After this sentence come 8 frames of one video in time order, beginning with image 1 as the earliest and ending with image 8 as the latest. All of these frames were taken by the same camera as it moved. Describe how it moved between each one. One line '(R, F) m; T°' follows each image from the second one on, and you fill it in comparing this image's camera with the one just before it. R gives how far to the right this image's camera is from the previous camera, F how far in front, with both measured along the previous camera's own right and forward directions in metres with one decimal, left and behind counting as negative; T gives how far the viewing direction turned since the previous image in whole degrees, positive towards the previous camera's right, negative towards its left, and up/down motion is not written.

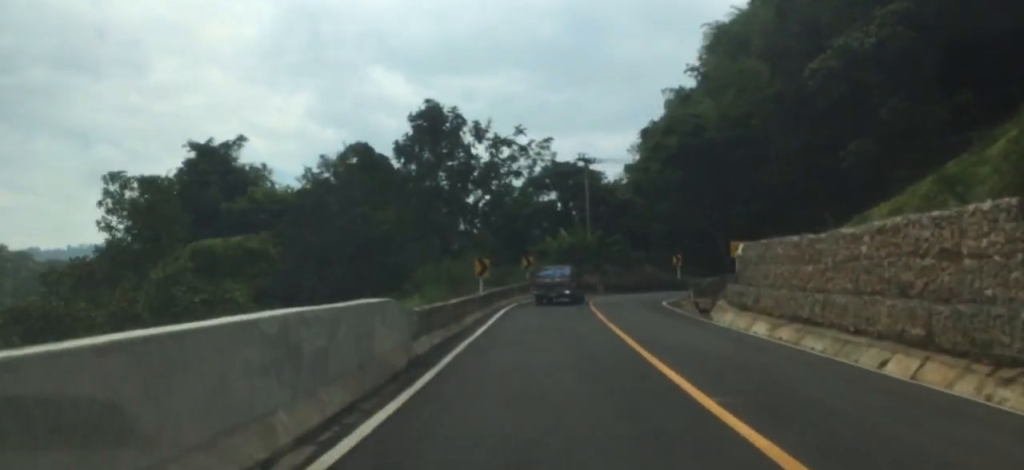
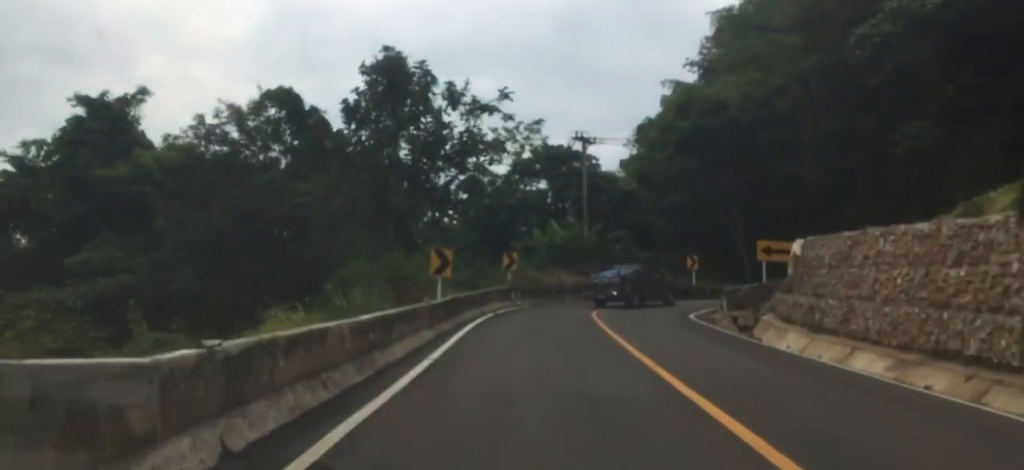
(-0.4, +11.1) m; -2°
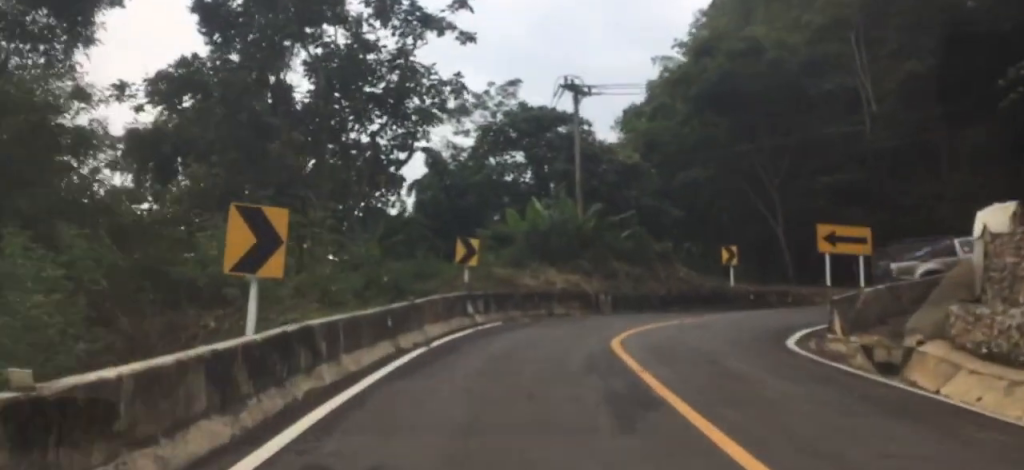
(-0.2, +15.8) m; +1°
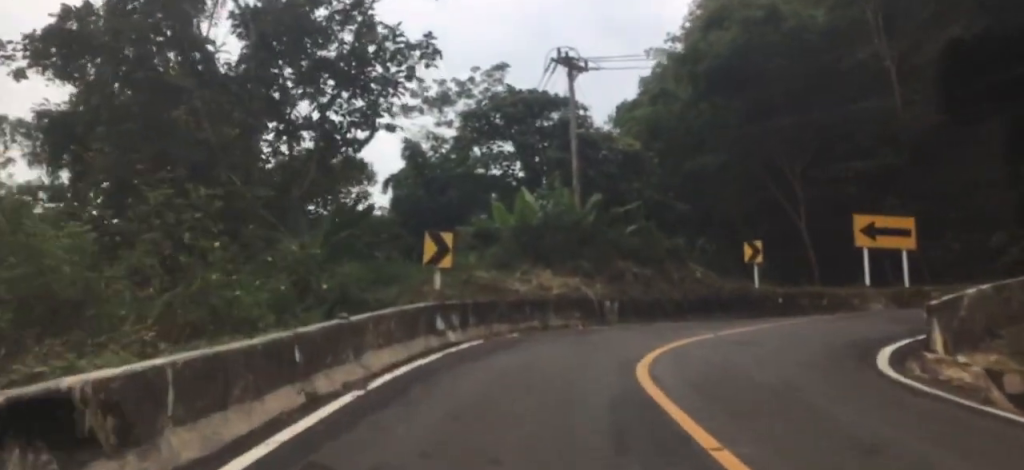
(+0.1, +6.4) m; +5°
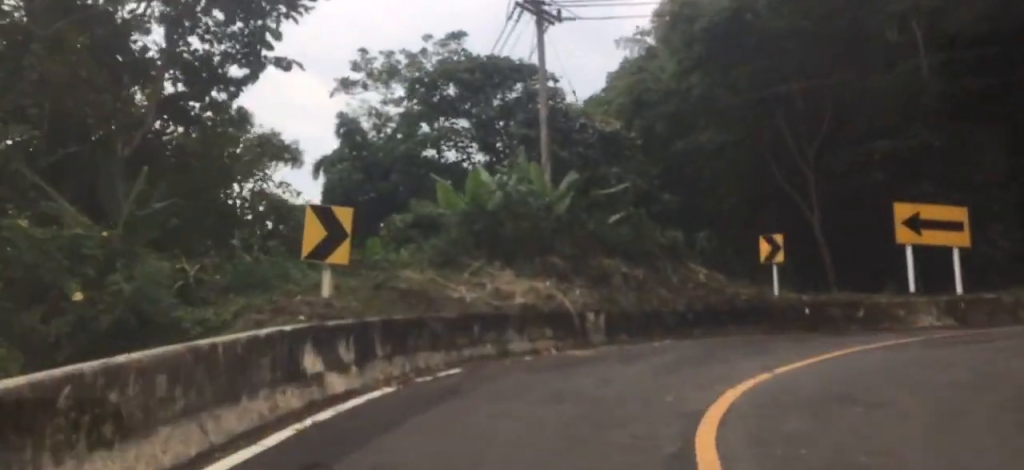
(+0.7, +8.5) m; +10°
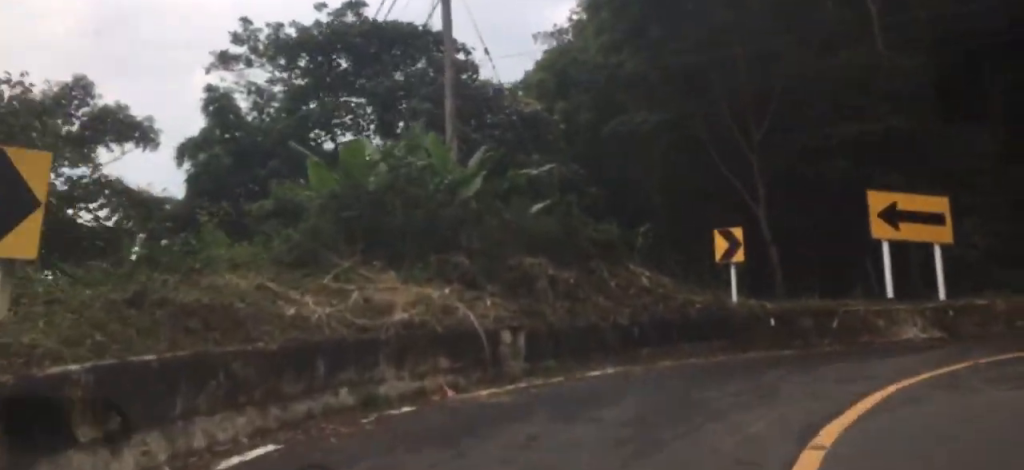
(+0.4, +5.9) m; +7°
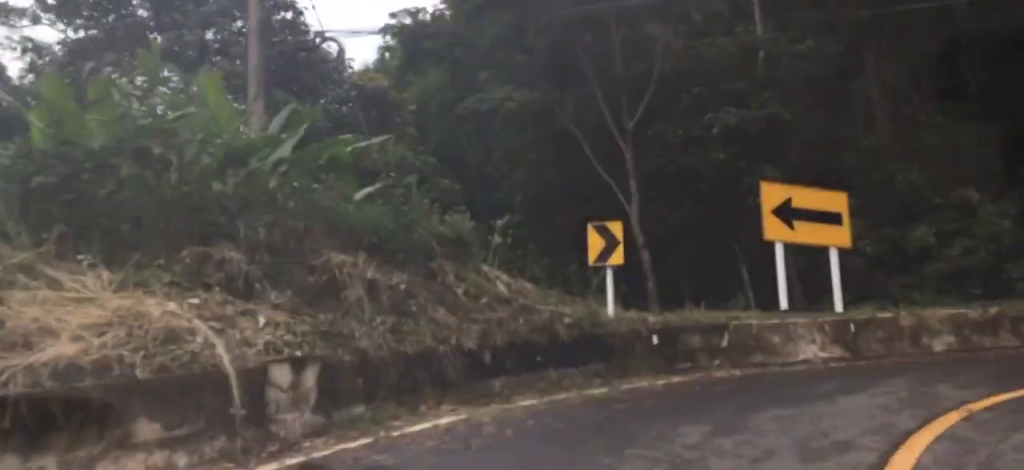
(+0.5, +4.6) m; +3°
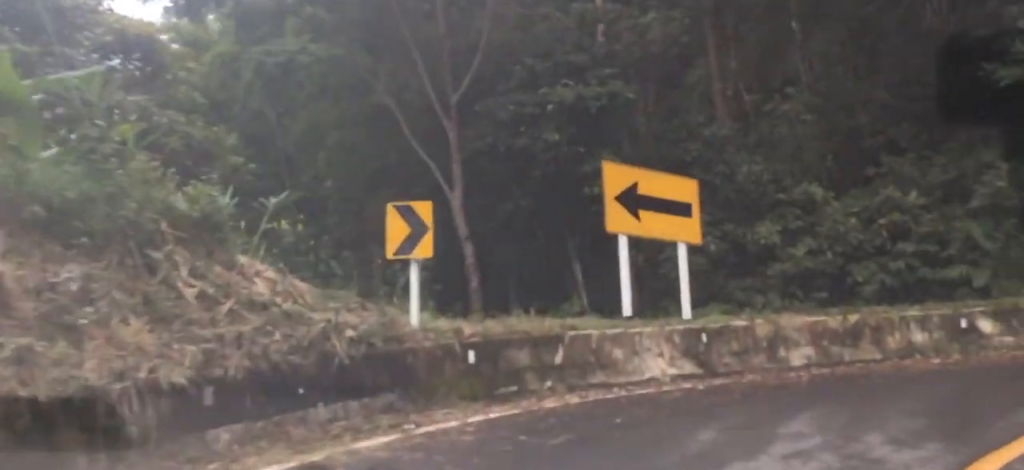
(0.0, +3.2) m; +1°
